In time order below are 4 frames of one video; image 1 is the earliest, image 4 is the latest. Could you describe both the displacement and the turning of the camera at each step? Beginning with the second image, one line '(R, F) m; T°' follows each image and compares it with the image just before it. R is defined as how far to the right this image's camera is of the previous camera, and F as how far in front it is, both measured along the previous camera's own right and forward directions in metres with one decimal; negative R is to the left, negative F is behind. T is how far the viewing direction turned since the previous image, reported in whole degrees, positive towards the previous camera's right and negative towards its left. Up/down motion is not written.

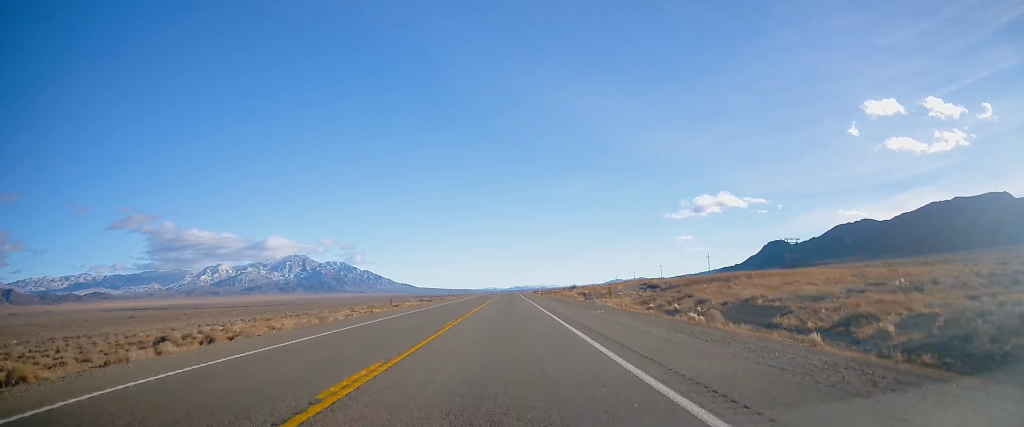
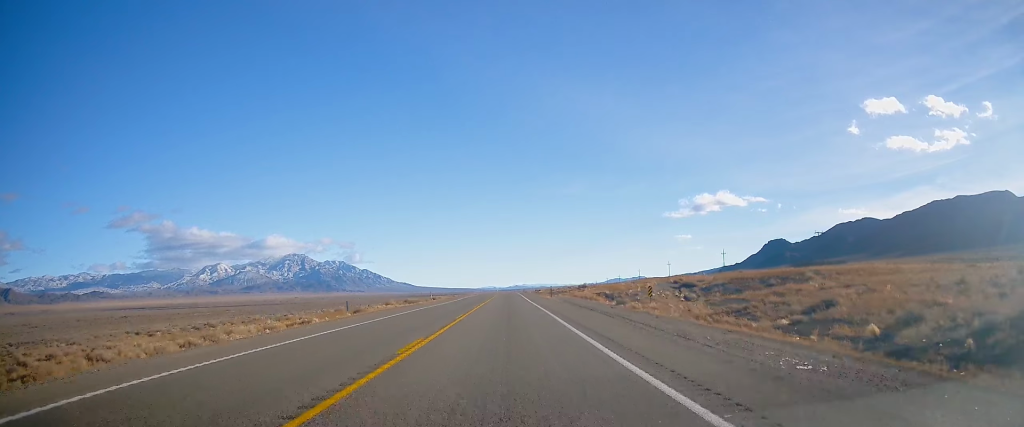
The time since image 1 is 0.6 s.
(-0.1, +20.2) m; 0°
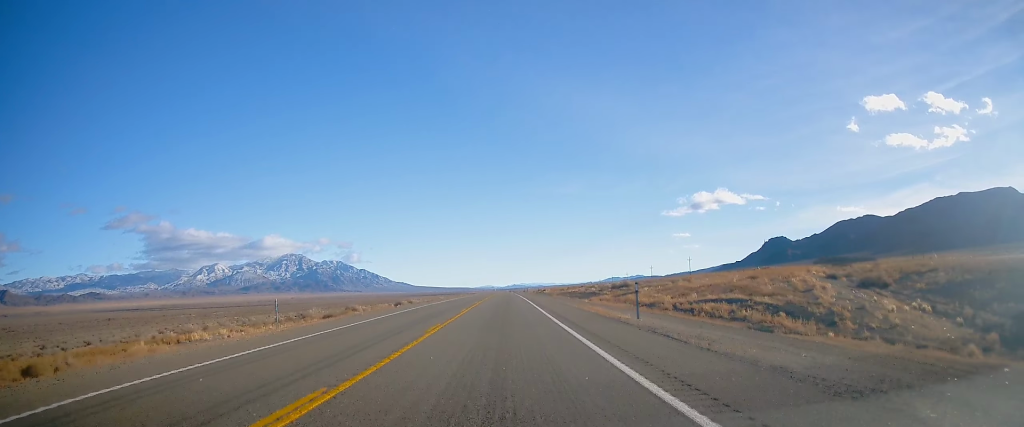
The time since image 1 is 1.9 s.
(+0.2, +44.0) m; +1°
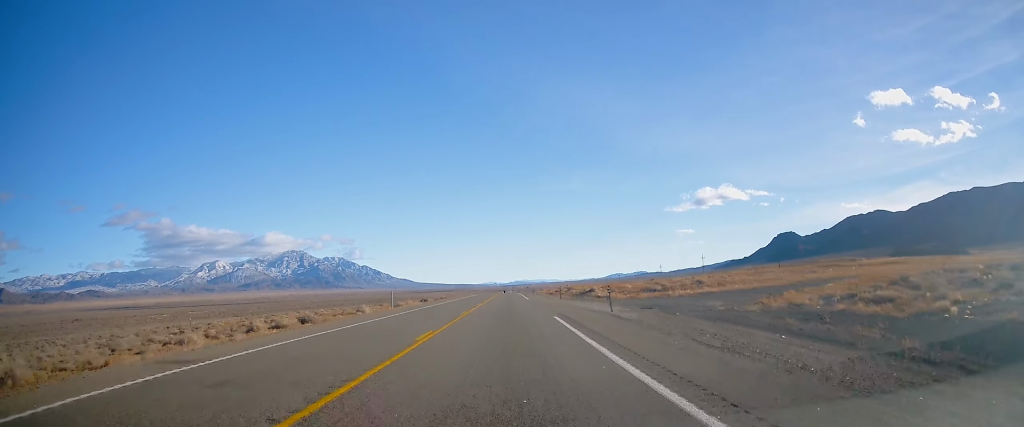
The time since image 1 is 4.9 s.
(-0.6, +100.2) m; -1°
